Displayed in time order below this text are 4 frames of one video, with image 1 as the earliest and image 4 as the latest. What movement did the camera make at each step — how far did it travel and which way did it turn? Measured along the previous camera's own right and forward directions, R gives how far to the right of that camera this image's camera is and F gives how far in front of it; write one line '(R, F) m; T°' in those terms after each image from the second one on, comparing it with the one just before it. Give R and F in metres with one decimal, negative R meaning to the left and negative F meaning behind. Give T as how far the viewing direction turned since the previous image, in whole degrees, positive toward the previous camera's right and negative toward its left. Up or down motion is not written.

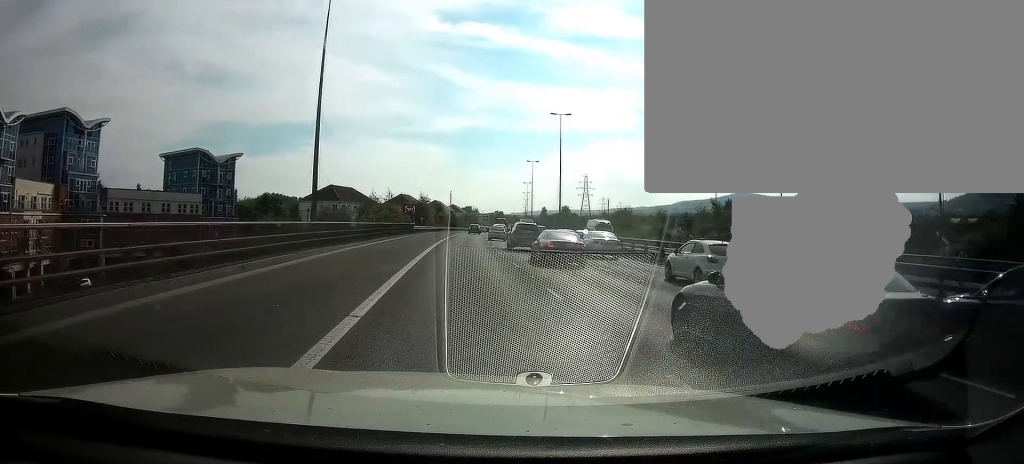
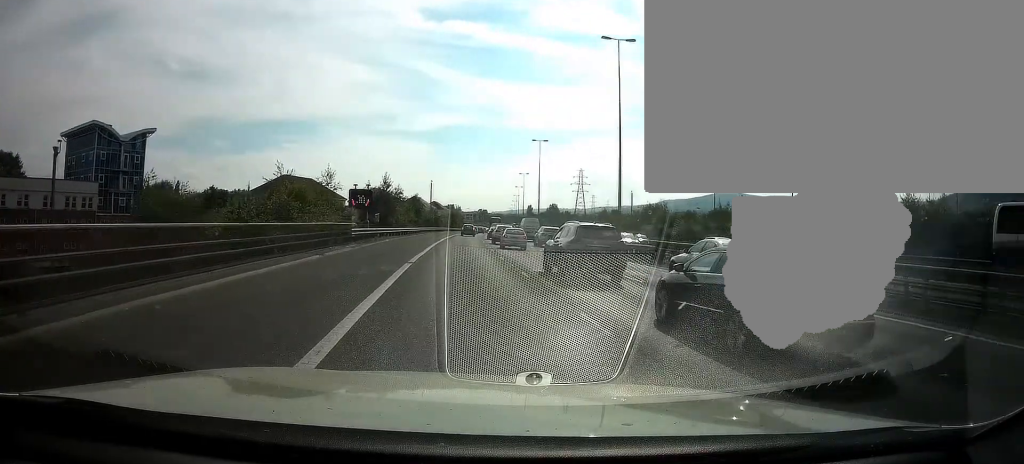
(+0.3, +29.4) m; +1°
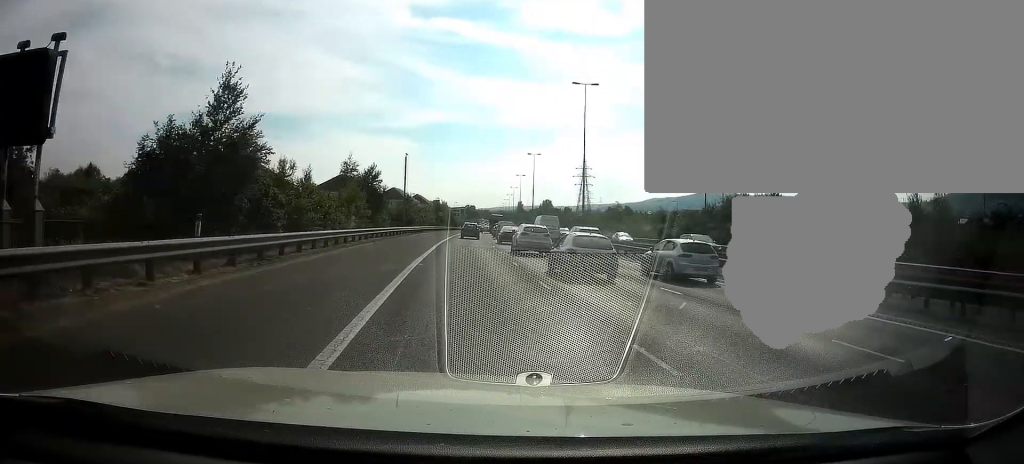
(+1.0, +36.2) m; +2°
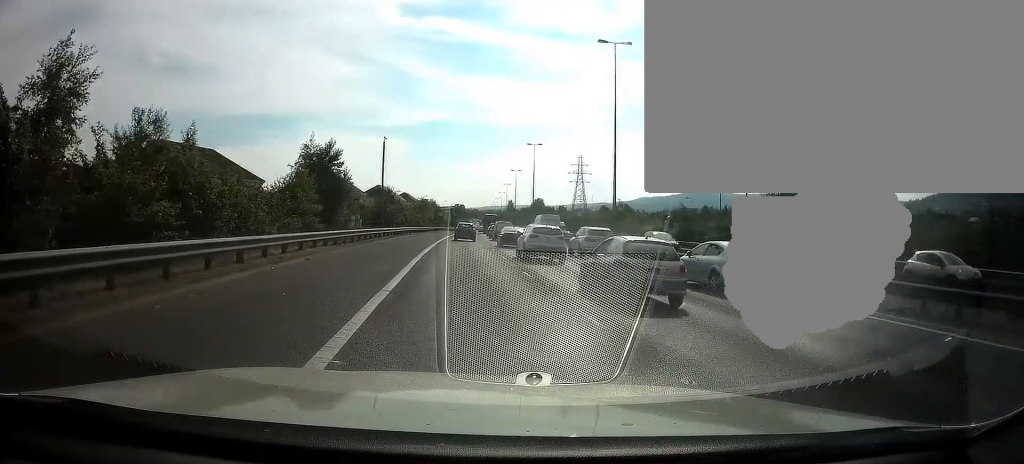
(+0.2, +13.4) m; +2°
